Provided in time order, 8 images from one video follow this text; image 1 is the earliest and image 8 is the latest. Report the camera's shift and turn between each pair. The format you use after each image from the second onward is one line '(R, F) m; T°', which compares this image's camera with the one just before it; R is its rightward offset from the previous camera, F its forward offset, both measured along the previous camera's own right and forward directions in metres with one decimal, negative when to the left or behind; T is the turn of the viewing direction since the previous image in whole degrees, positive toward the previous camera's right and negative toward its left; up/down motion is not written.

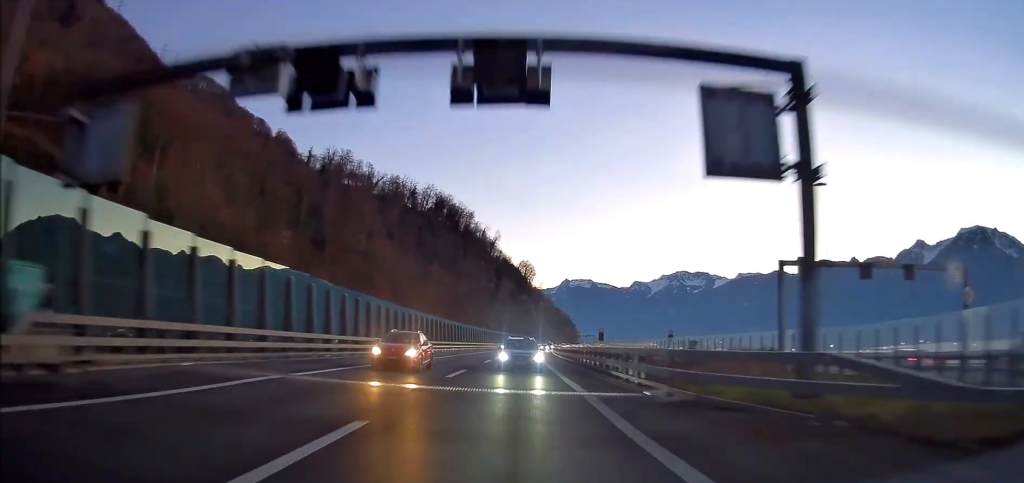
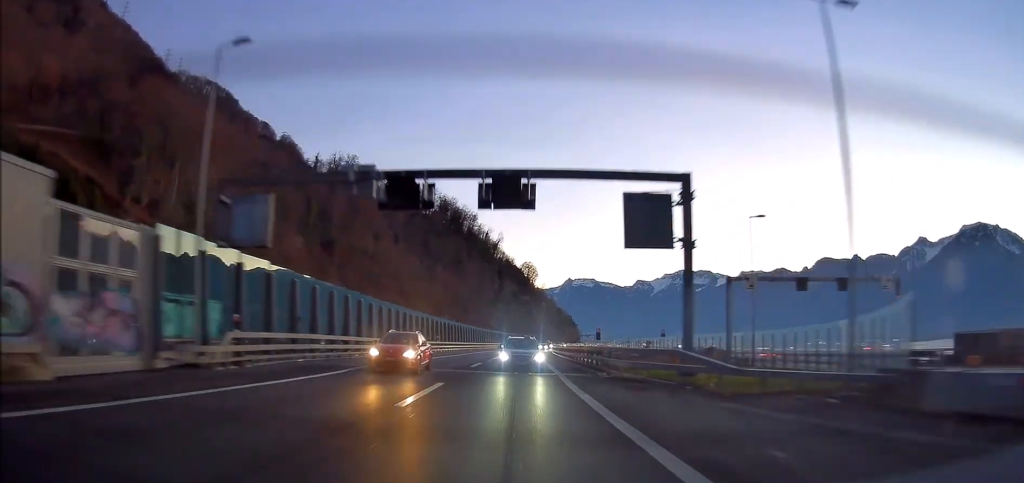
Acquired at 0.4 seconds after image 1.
(-0.1, +9.4) m; 0°
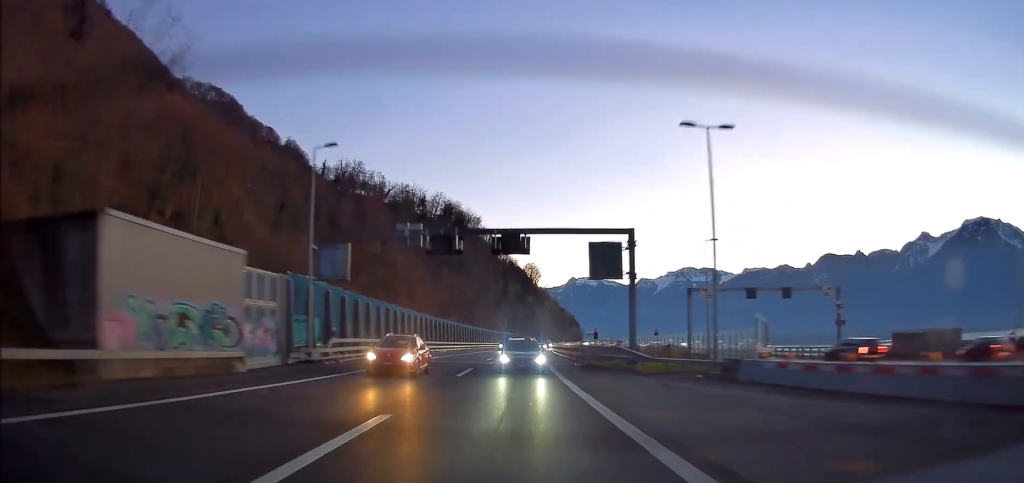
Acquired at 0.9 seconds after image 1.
(0.0, +10.9) m; 0°
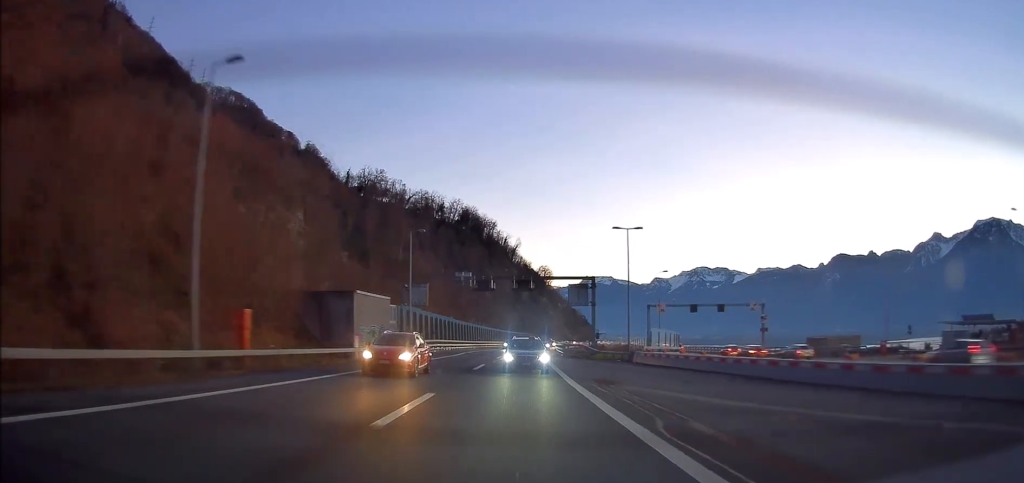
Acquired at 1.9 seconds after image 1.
(-0.1, +23.5) m; -1°
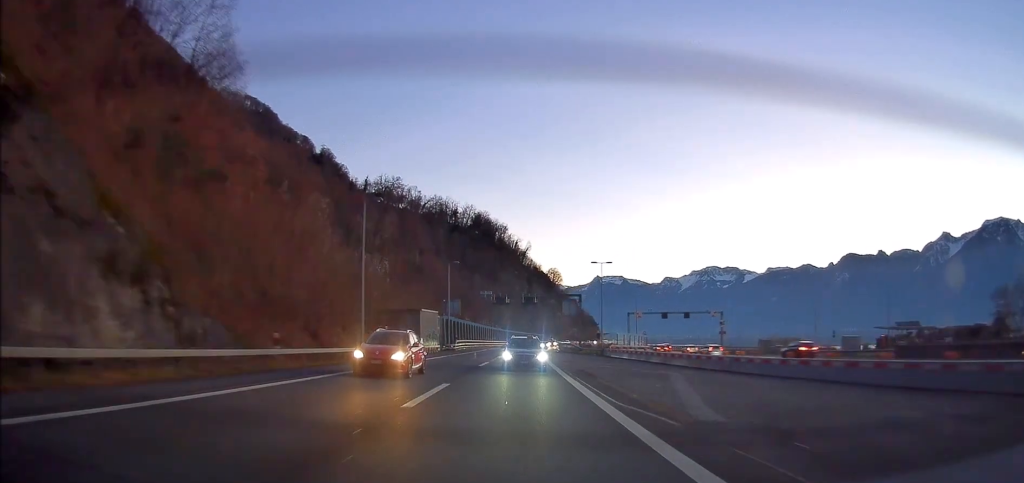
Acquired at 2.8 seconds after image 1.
(-0.2, +21.4) m; -1°
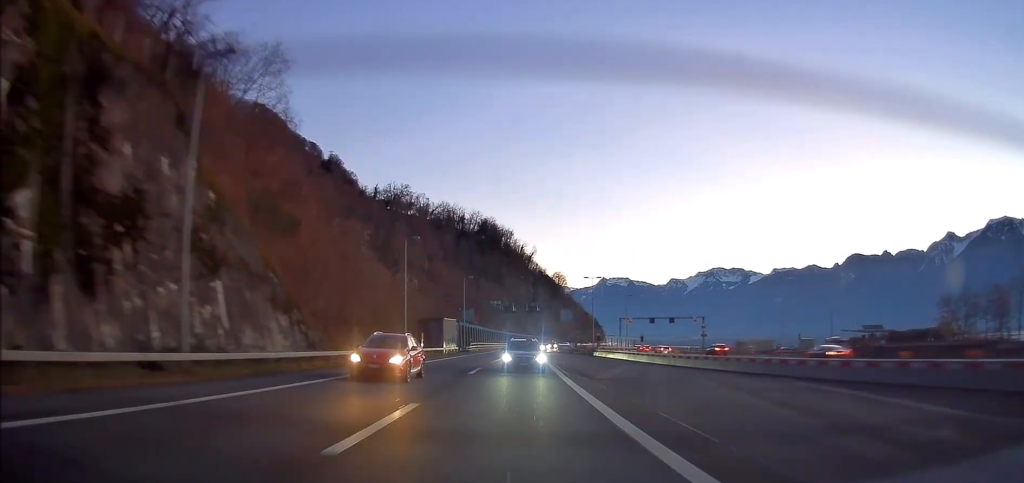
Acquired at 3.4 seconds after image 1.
(-0.1, +14.3) m; -1°
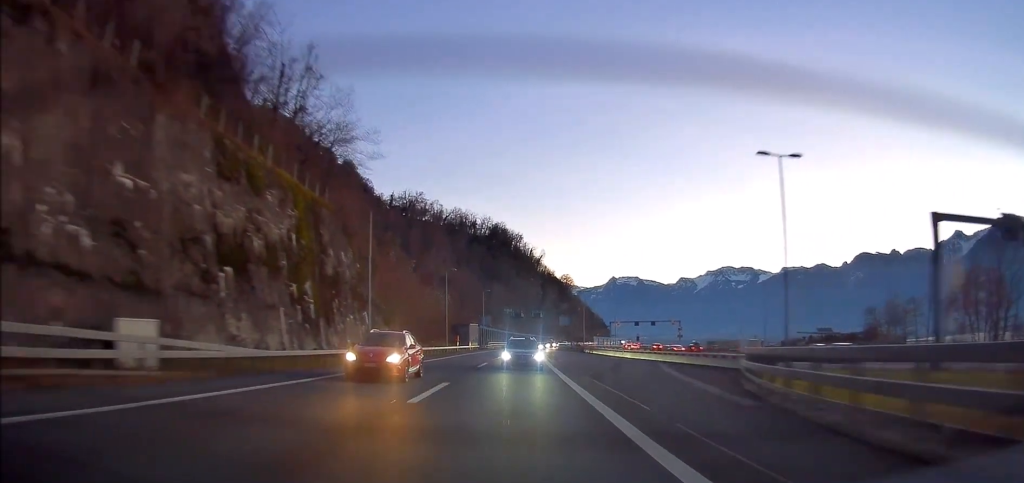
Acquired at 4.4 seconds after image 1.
(-0.2, +24.1) m; -1°
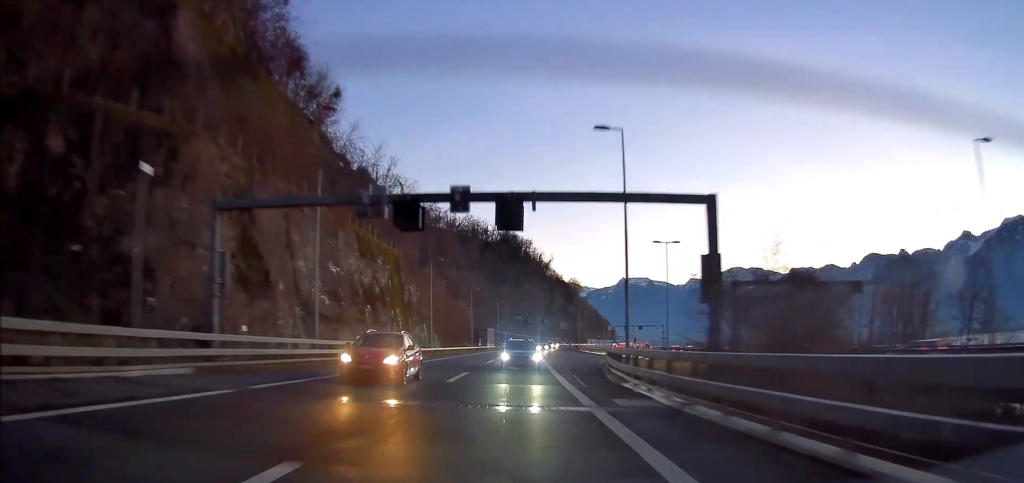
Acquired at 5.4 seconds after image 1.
(-0.1, +25.7) m; -1°
